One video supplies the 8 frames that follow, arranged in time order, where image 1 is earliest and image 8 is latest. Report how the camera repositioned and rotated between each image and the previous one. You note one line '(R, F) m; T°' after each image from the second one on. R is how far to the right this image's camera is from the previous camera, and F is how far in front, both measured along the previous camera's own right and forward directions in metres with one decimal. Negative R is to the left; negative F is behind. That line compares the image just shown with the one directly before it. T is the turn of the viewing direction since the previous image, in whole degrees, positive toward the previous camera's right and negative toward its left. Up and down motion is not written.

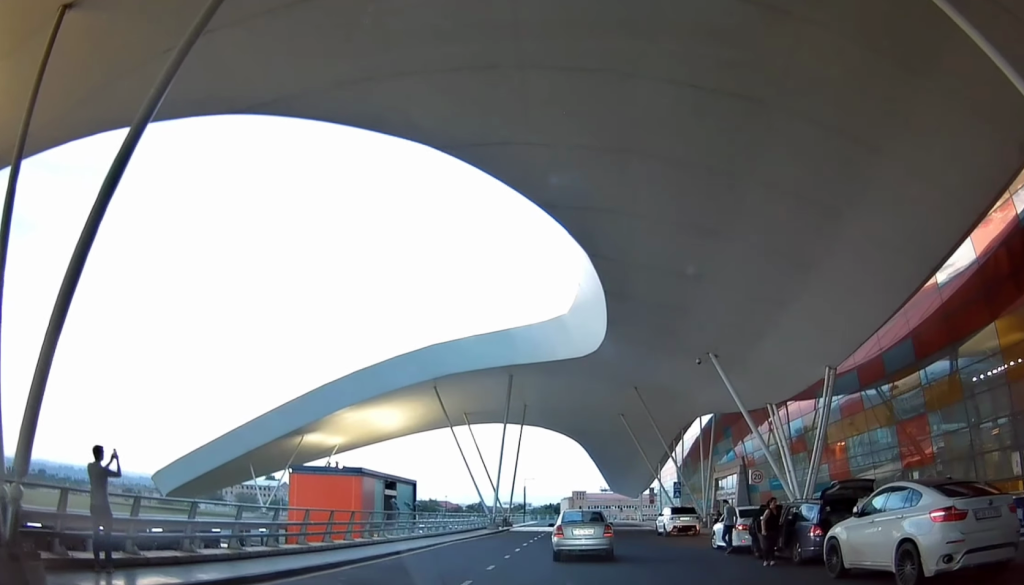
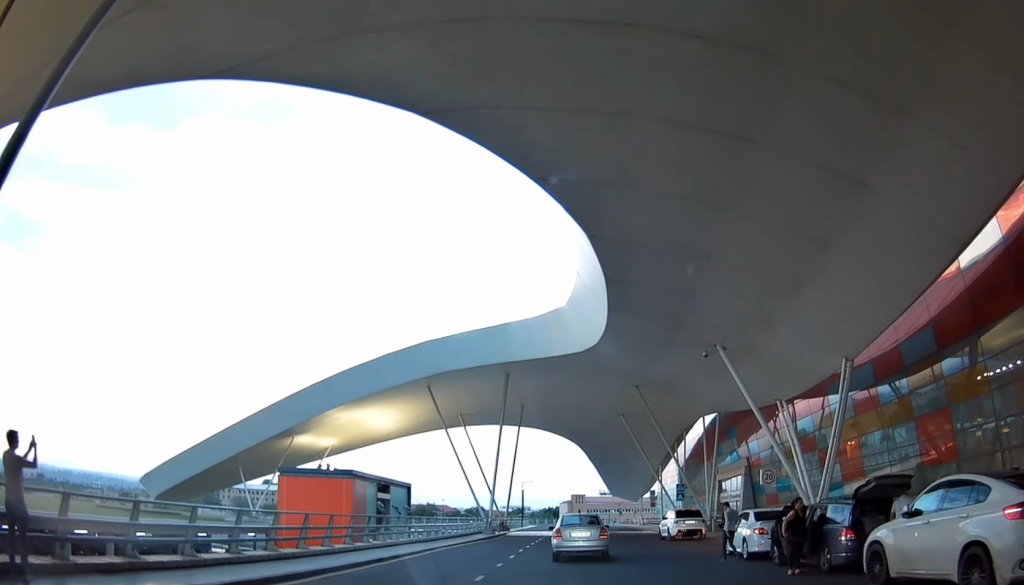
(-0.3, +1.8) m; -1°
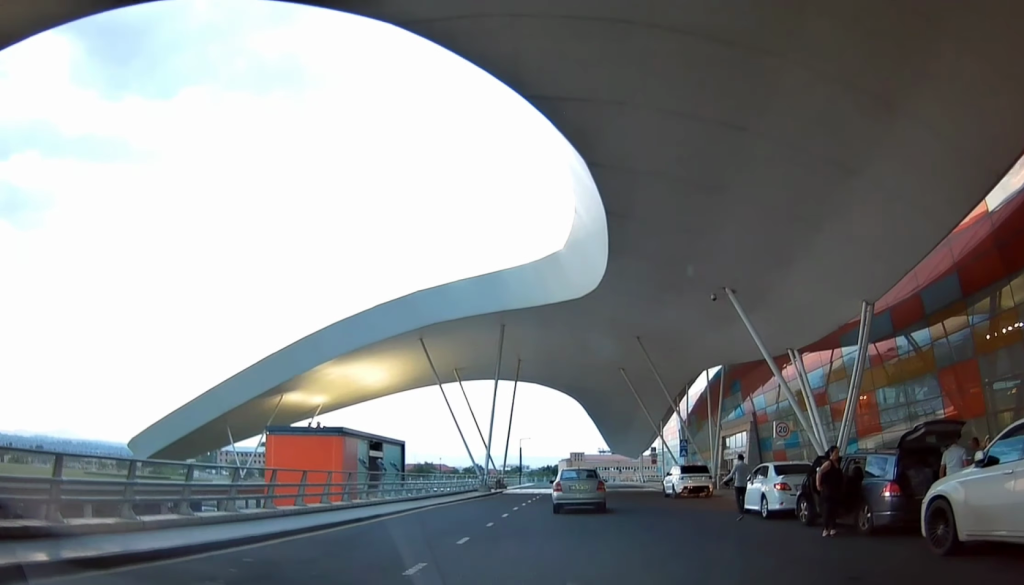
(-0.2, +1.8) m; -1°
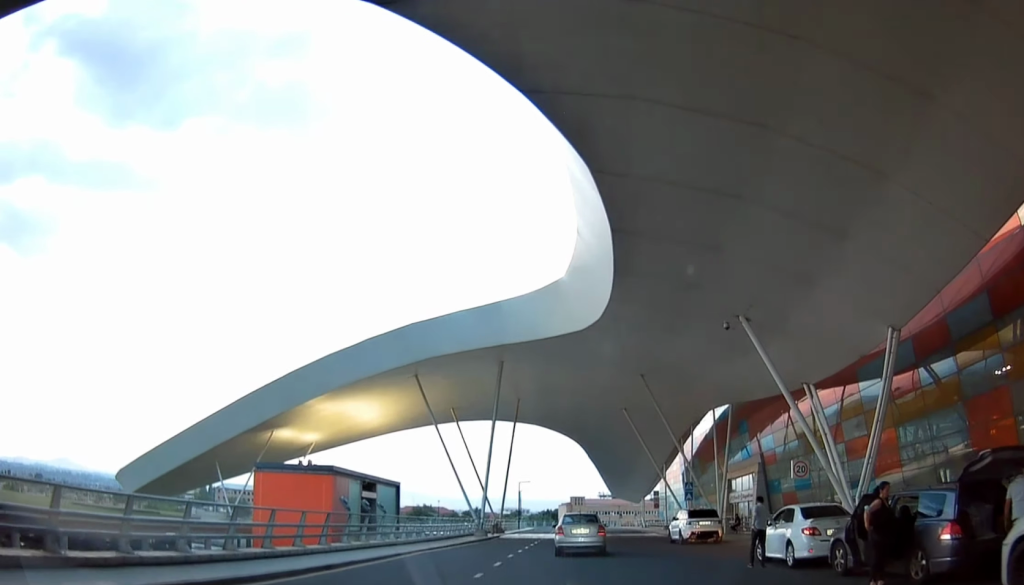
(+0.2, +2.0) m; 0°
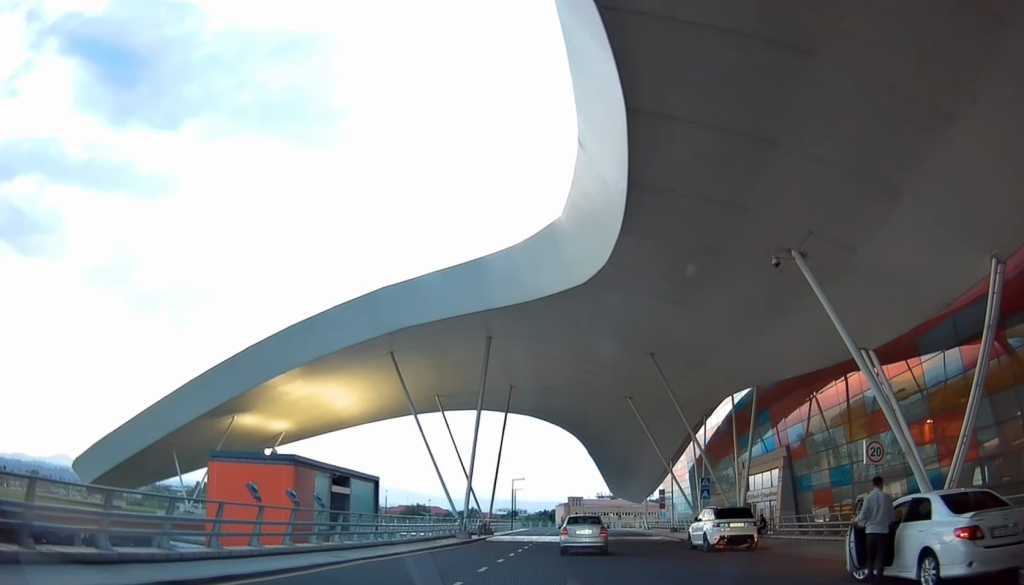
(0.0, +5.8) m; -4°
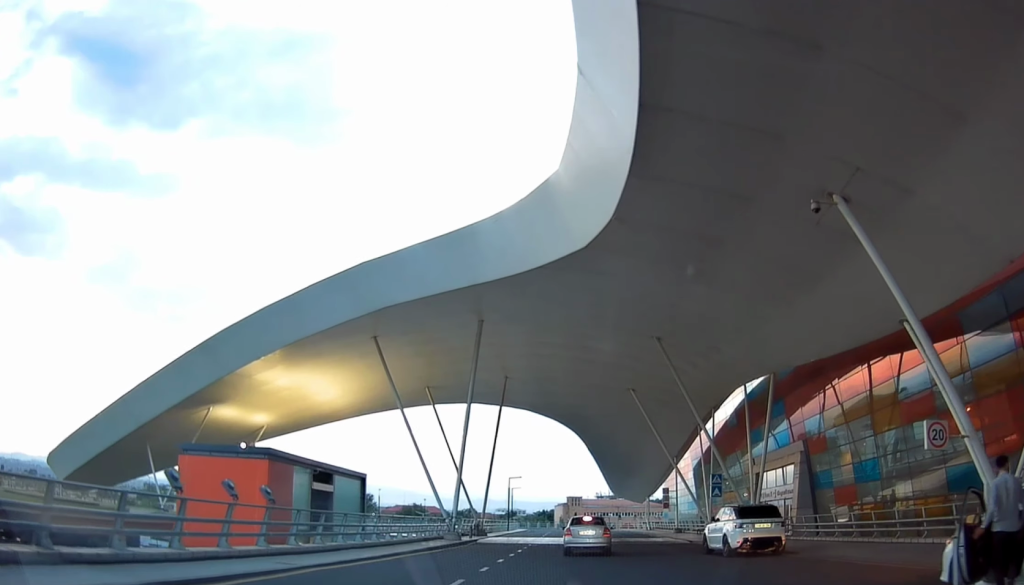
(-0.1, +3.0) m; -3°
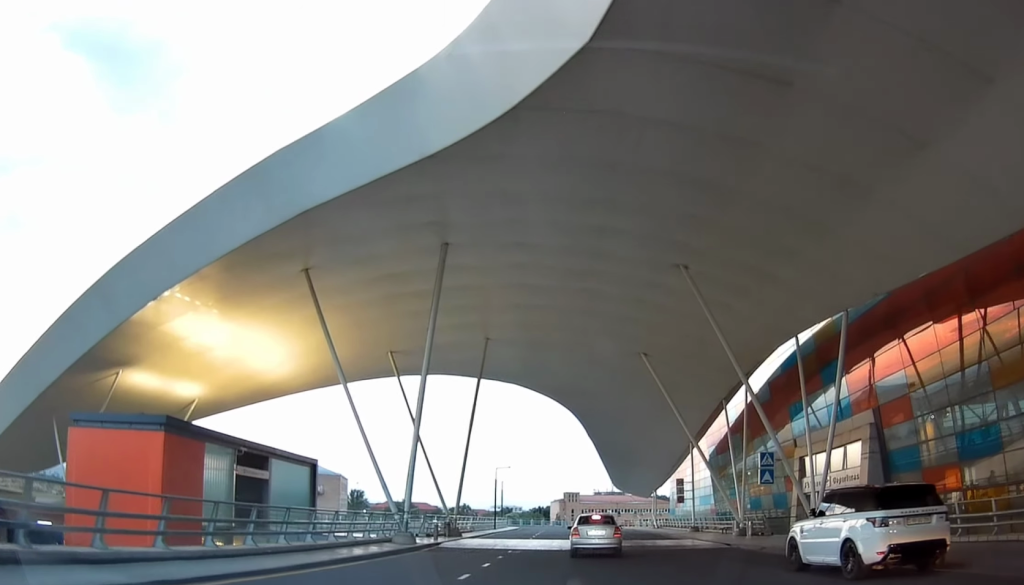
(0.0, +9.4) m; 0°
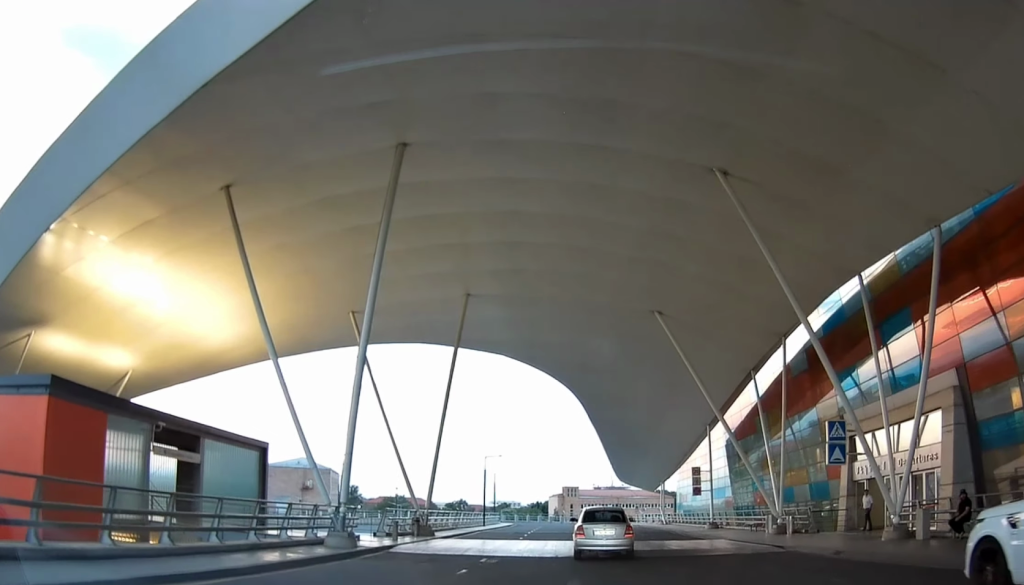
(0.0, +7.3) m; 0°
